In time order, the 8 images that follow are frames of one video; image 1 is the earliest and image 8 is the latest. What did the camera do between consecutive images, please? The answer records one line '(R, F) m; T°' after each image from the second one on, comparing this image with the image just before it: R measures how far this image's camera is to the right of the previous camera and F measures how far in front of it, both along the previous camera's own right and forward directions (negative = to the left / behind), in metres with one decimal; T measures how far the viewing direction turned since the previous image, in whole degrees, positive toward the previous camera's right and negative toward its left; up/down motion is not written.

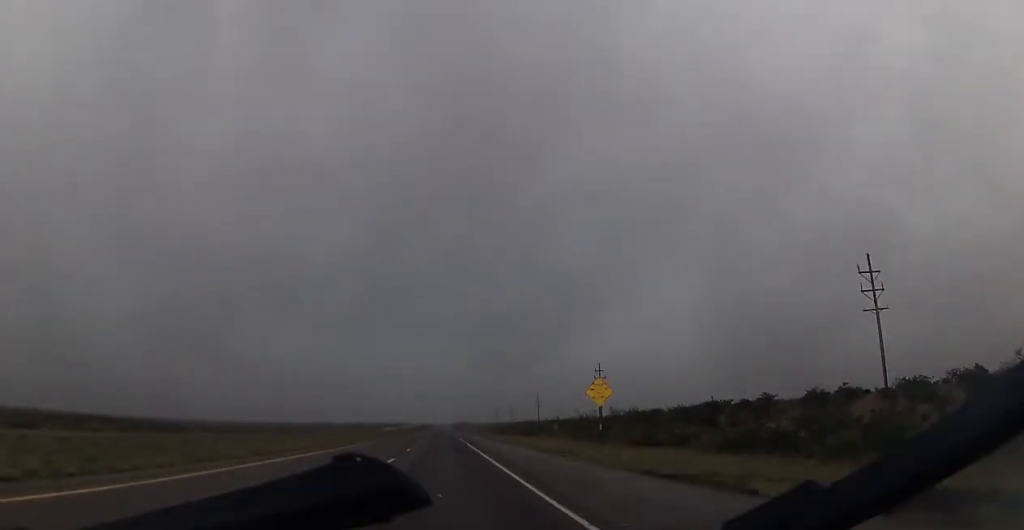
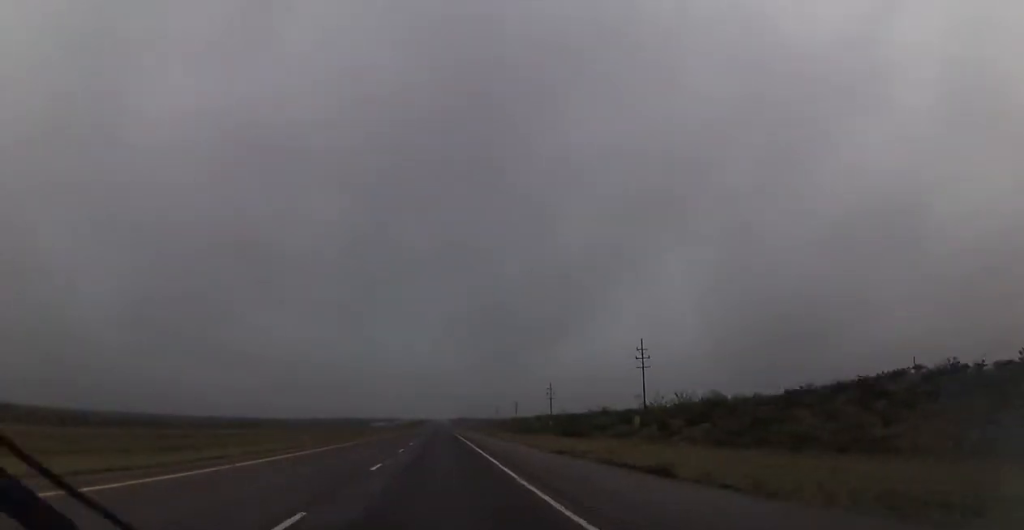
(-0.3, +41.0) m; -1°
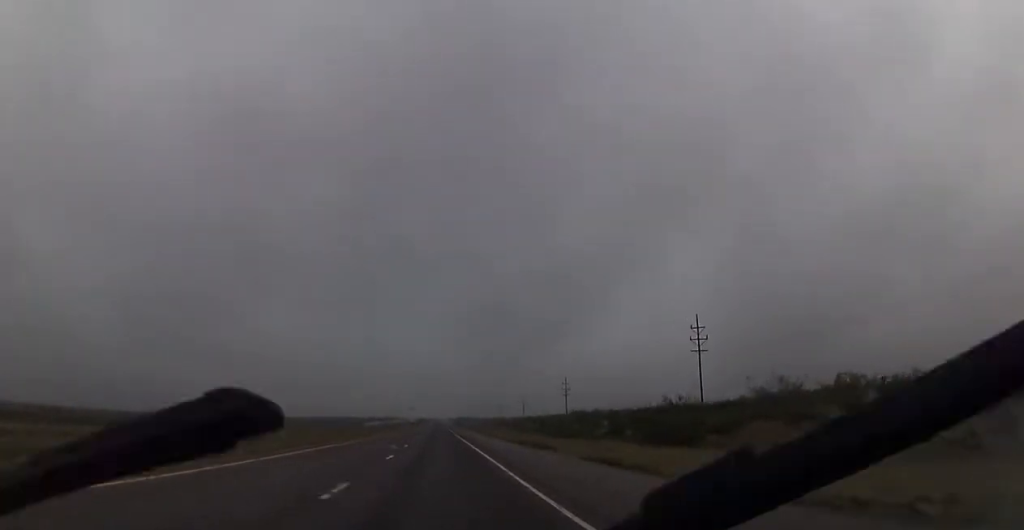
(-0.3, +31.4) m; 0°
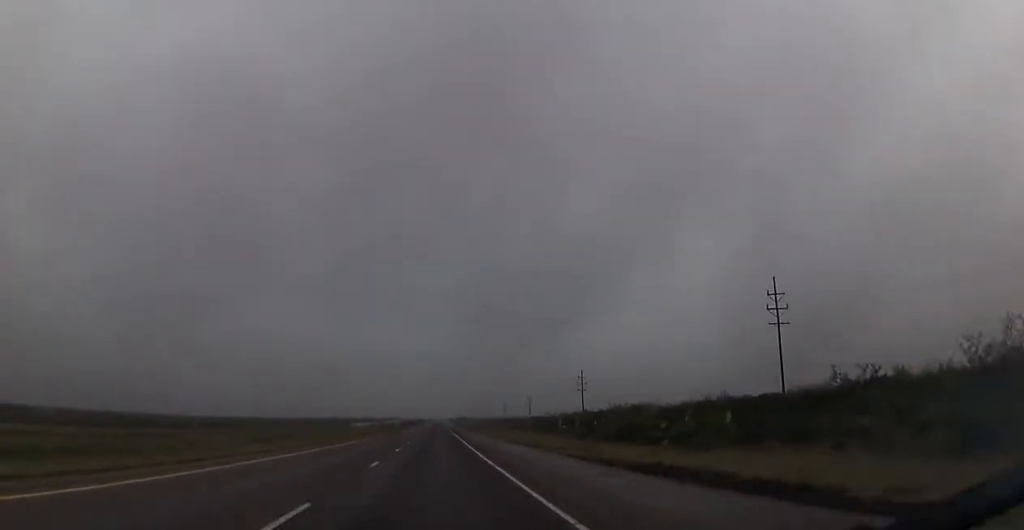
(+0.6, +27.8) m; +1°
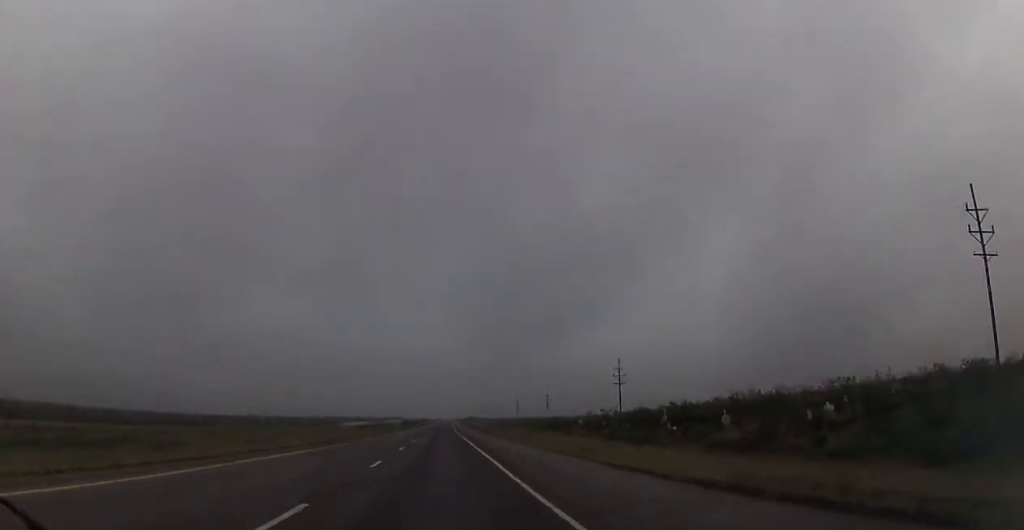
(-0.2, +36.4) m; -1°
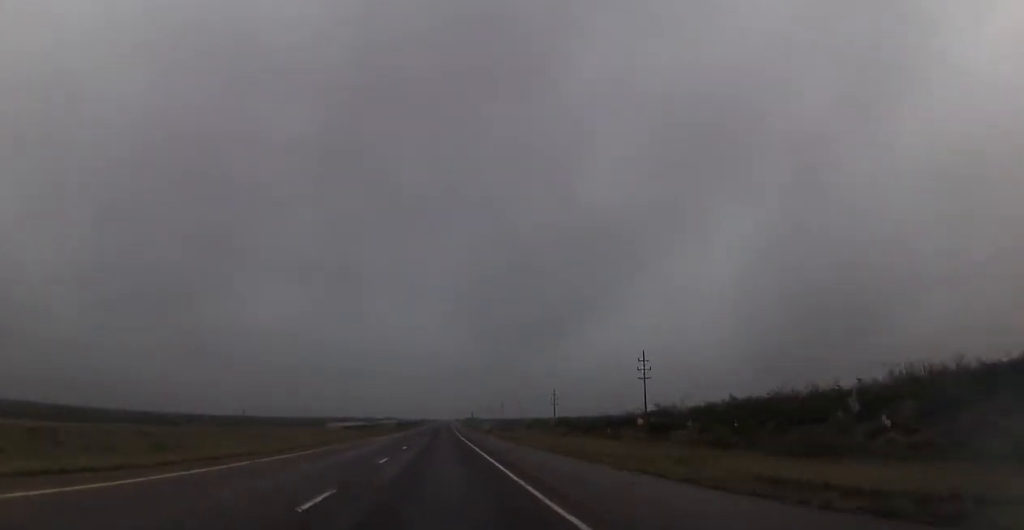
(-0.2, +22.0) m; 0°
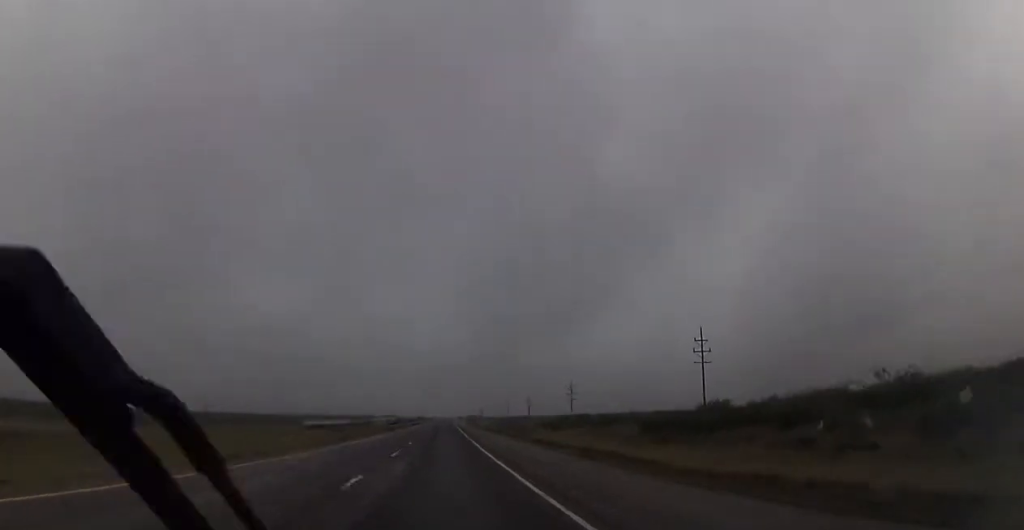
(-0.1, +32.9) m; 0°
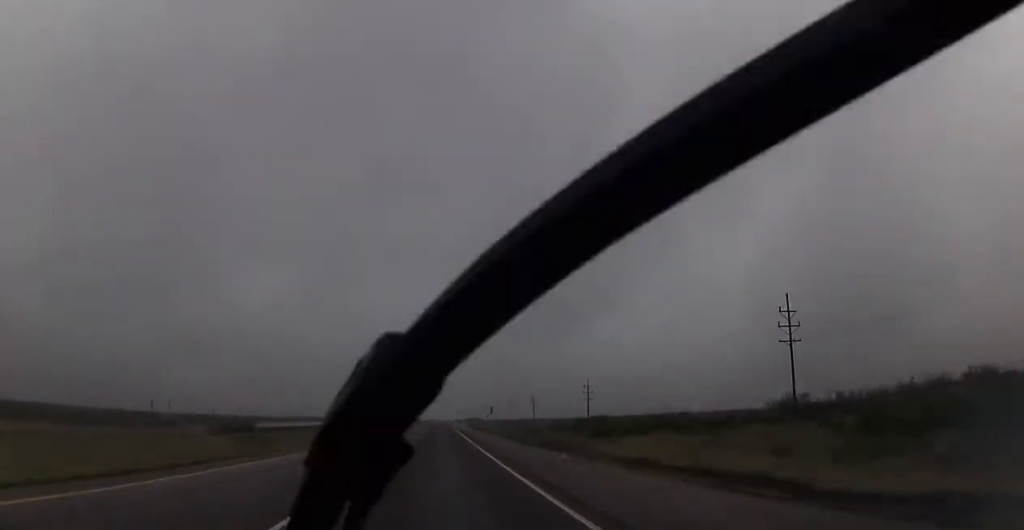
(+0.1, +31.5) m; +1°
